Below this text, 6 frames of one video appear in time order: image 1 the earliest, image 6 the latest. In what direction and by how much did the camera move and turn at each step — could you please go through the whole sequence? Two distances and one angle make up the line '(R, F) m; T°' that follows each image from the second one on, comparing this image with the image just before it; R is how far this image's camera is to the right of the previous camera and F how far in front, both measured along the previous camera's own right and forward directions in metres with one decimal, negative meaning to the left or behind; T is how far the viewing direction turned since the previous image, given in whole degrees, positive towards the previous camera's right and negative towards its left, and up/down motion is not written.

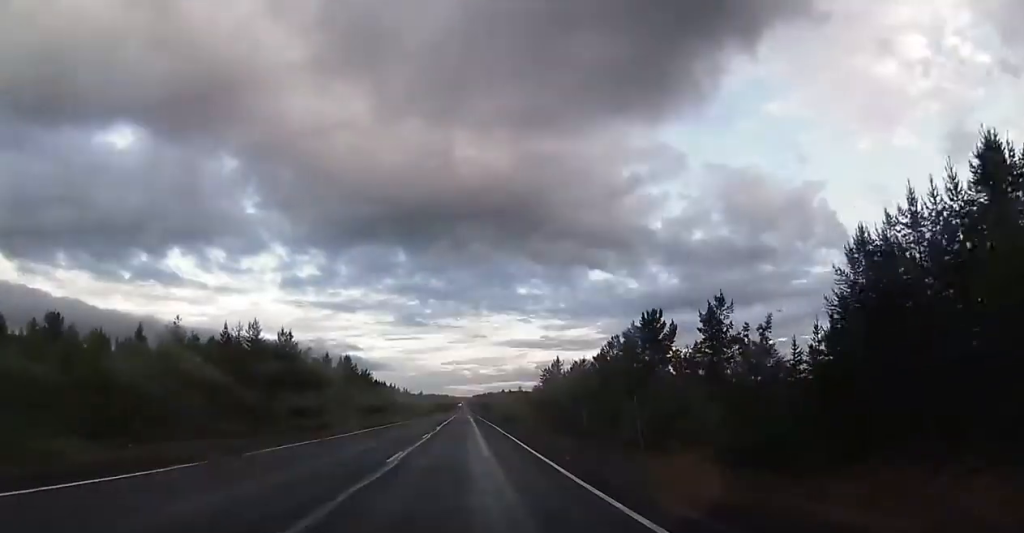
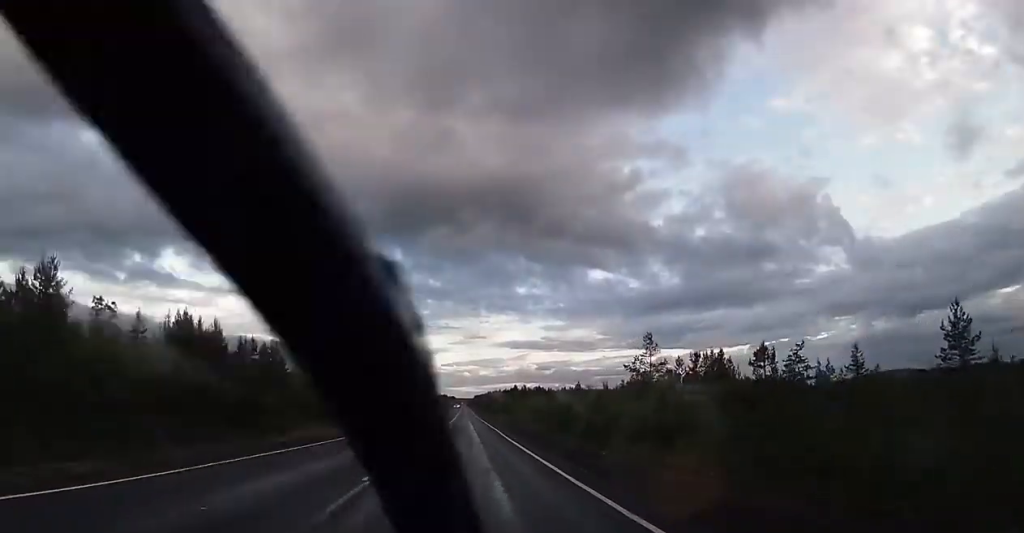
(+0.5, +112.7) m; 0°
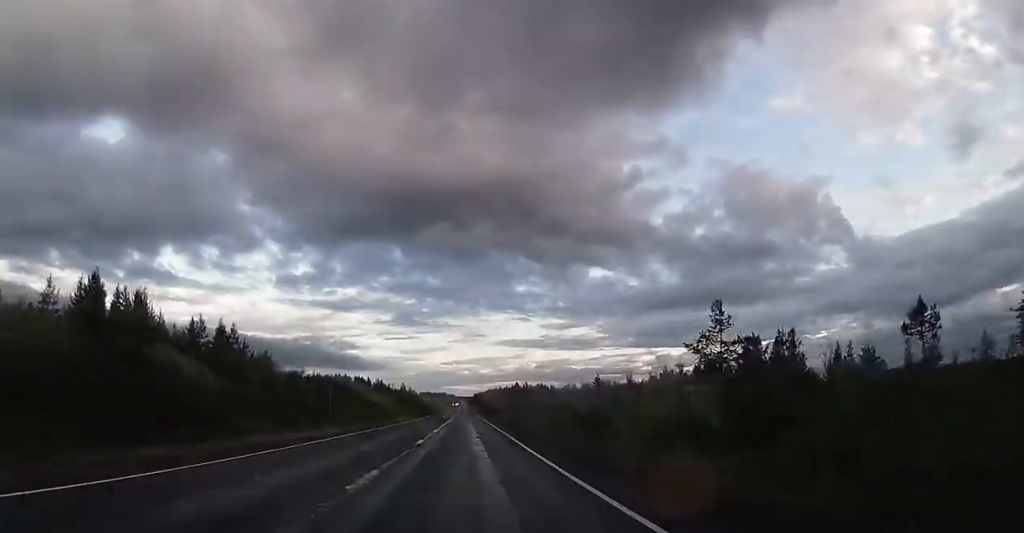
(-0.1, +13.4) m; 0°
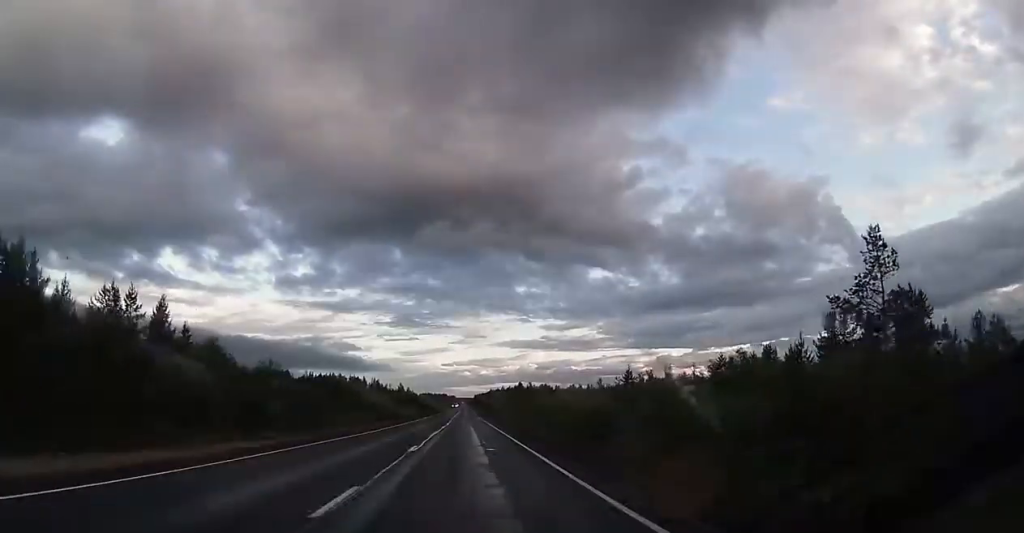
(0.0, +14.4) m; 0°
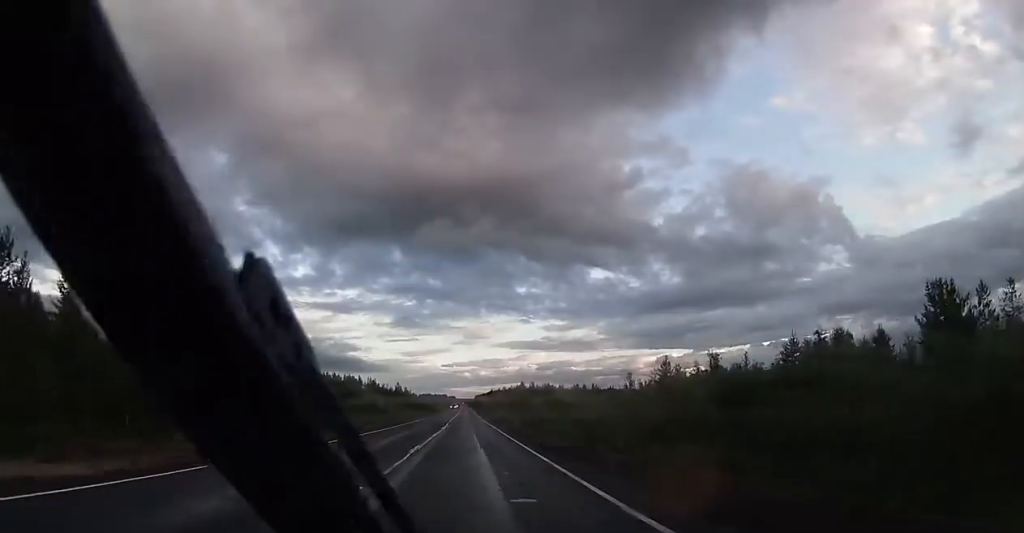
(-0.1, +11.8) m; 0°
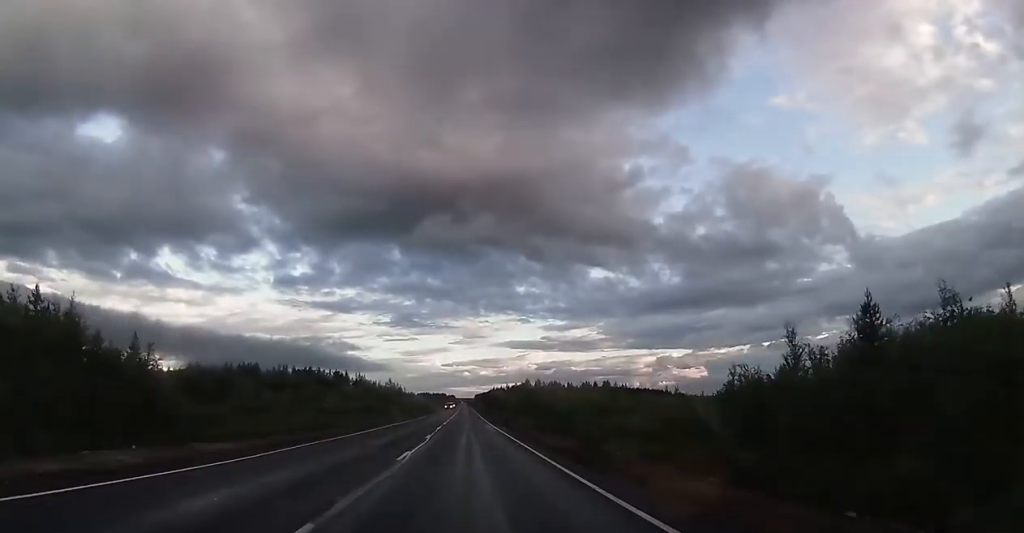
(-0.1, +27.5) m; 0°
